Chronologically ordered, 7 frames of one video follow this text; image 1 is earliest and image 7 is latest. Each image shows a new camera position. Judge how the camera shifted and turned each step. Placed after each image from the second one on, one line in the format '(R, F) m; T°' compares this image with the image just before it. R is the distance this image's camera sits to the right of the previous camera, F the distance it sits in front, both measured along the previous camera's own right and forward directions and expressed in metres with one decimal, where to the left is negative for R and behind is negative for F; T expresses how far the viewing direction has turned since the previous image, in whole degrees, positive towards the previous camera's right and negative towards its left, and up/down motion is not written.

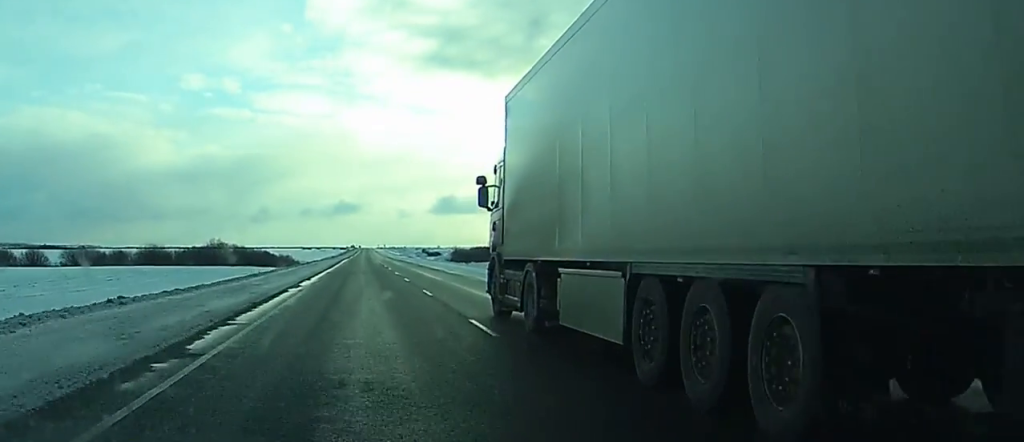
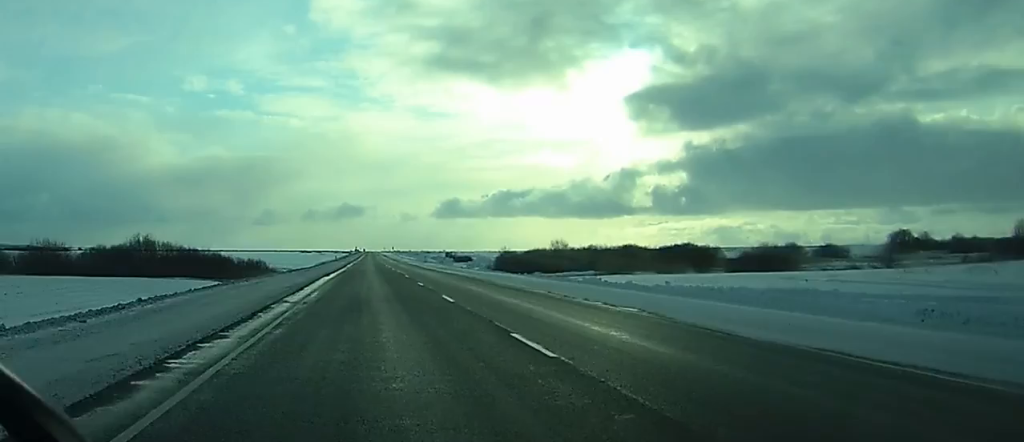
(+0.3, +73.8) m; +1°
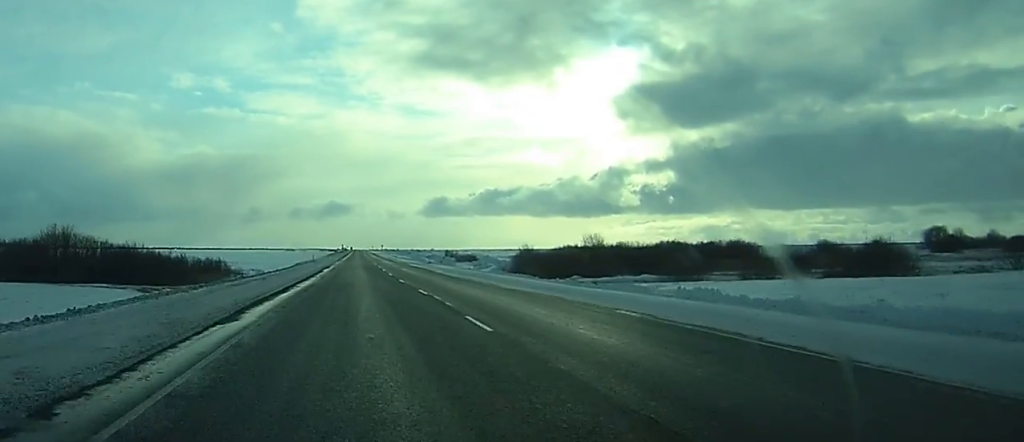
(+0.1, +32.6) m; 0°
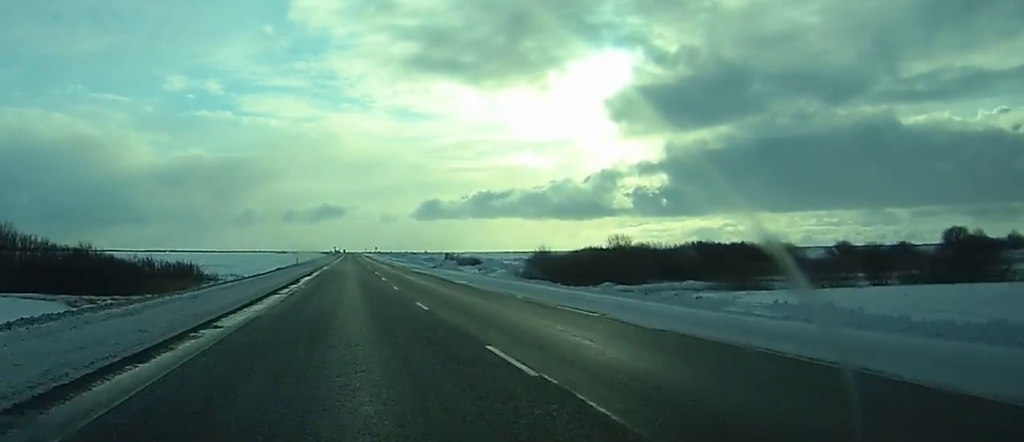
(0.0, +16.9) m; 0°
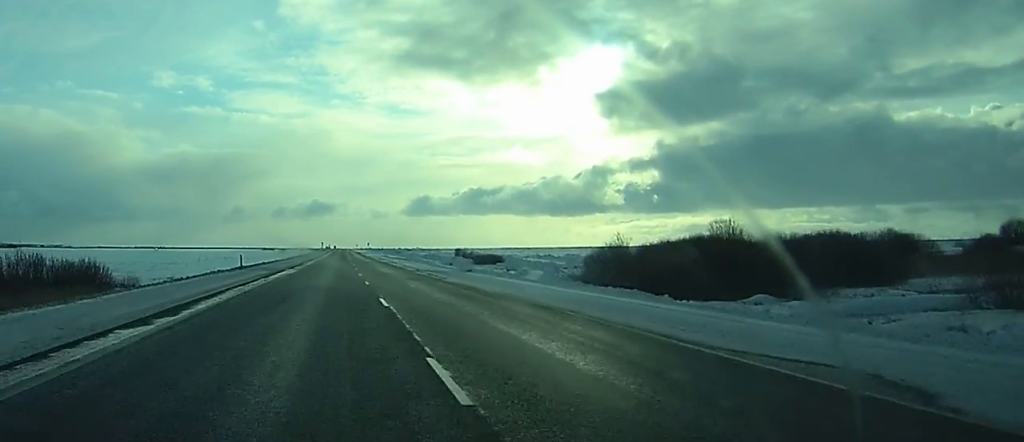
(+0.1, +38.0) m; 0°
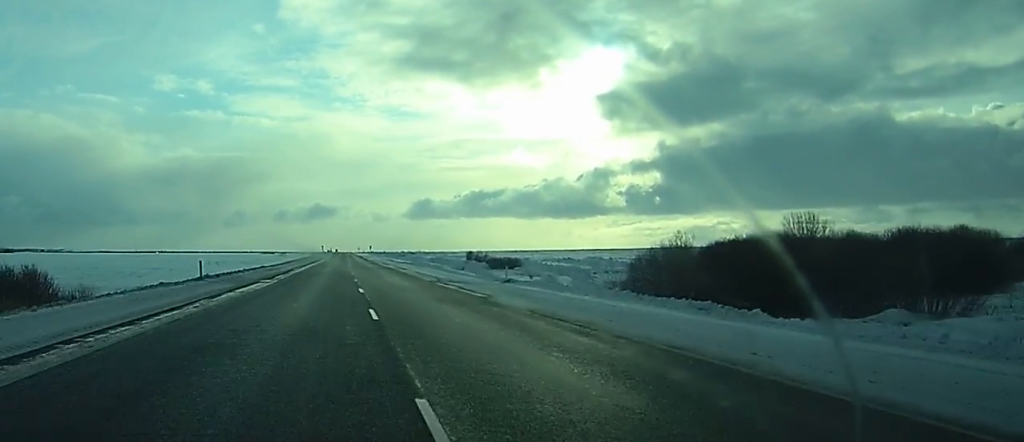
(0.0, +14.8) m; 0°
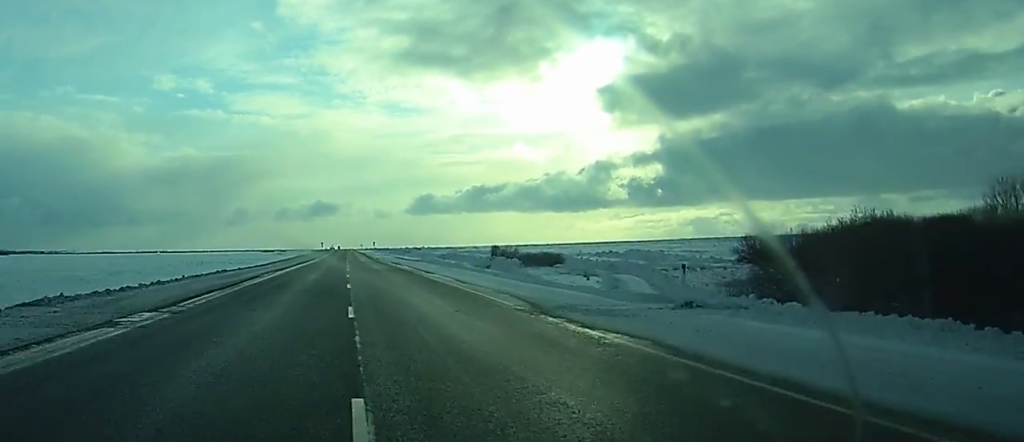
(0.0, +24.2) m; 0°
